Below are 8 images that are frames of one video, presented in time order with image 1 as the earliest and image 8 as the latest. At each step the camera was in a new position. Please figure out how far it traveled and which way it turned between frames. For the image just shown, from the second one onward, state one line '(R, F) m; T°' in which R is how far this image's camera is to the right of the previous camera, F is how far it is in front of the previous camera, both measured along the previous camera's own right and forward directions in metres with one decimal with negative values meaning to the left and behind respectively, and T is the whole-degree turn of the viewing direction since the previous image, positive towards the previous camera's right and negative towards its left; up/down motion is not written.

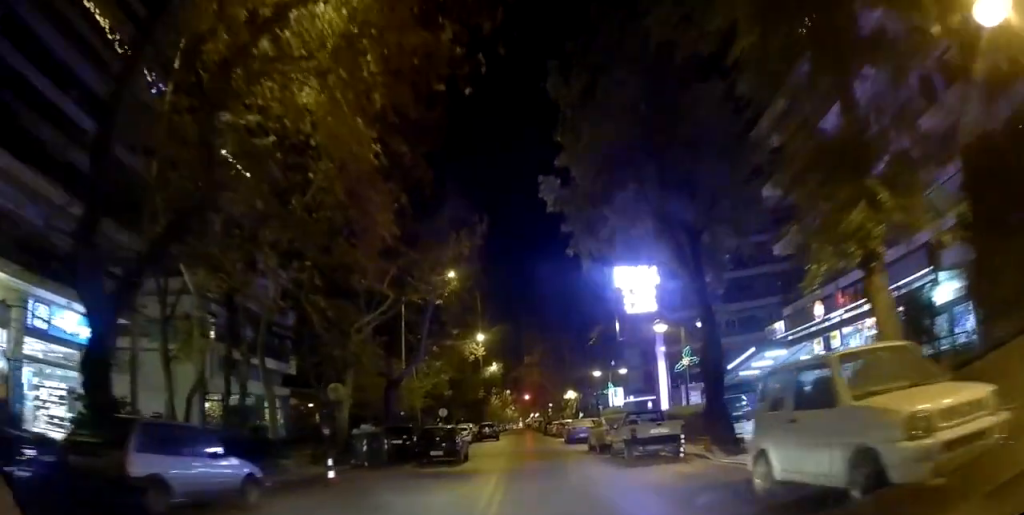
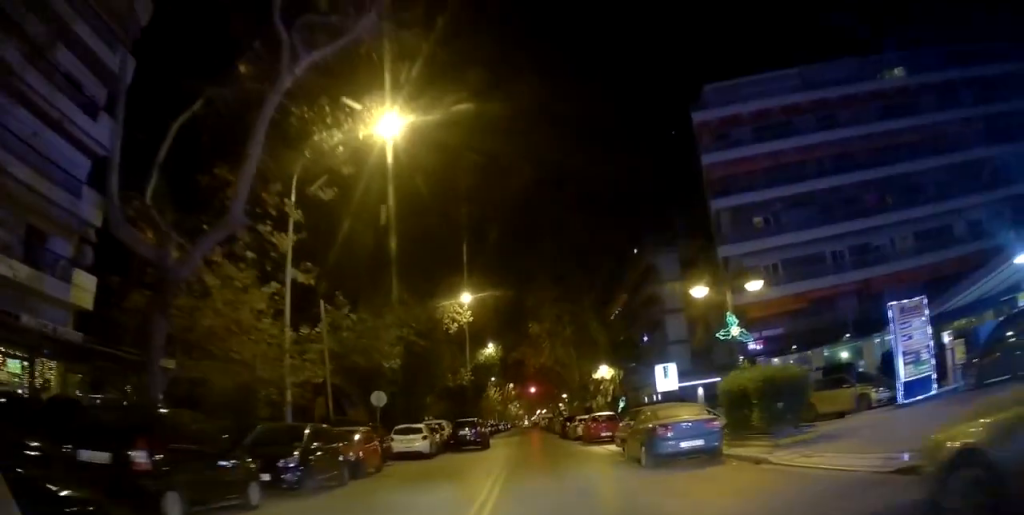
(+0.9, +21.5) m; +5°
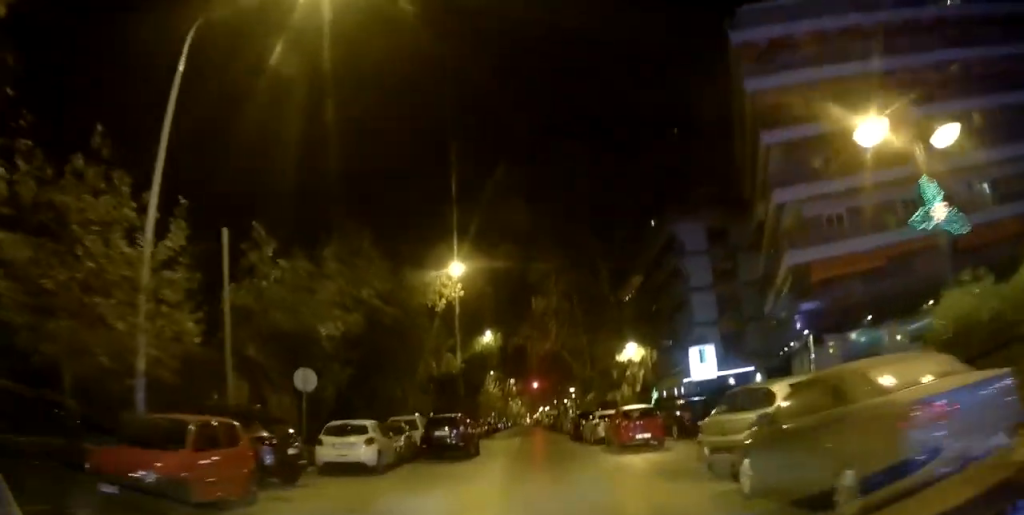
(-0.3, +8.7) m; -2°
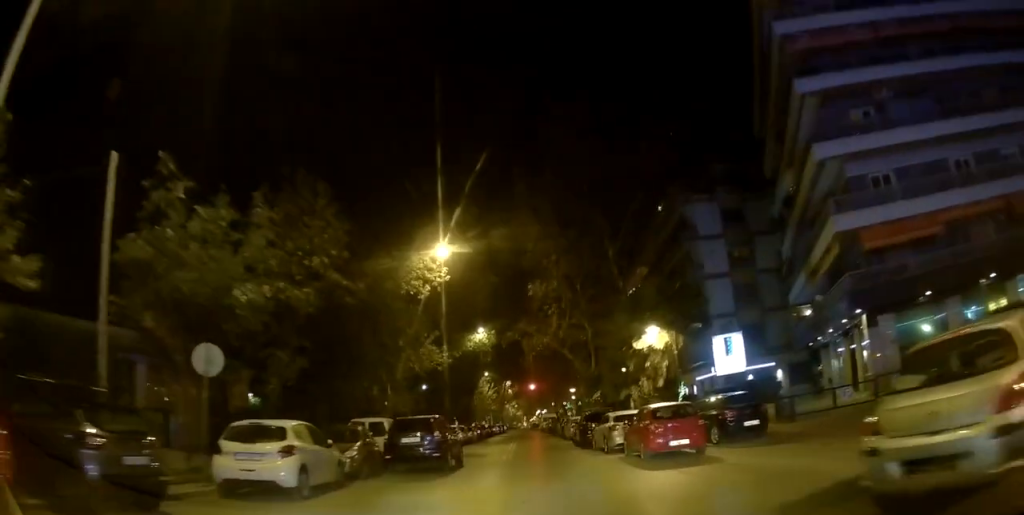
(0.0, +5.3) m; 0°
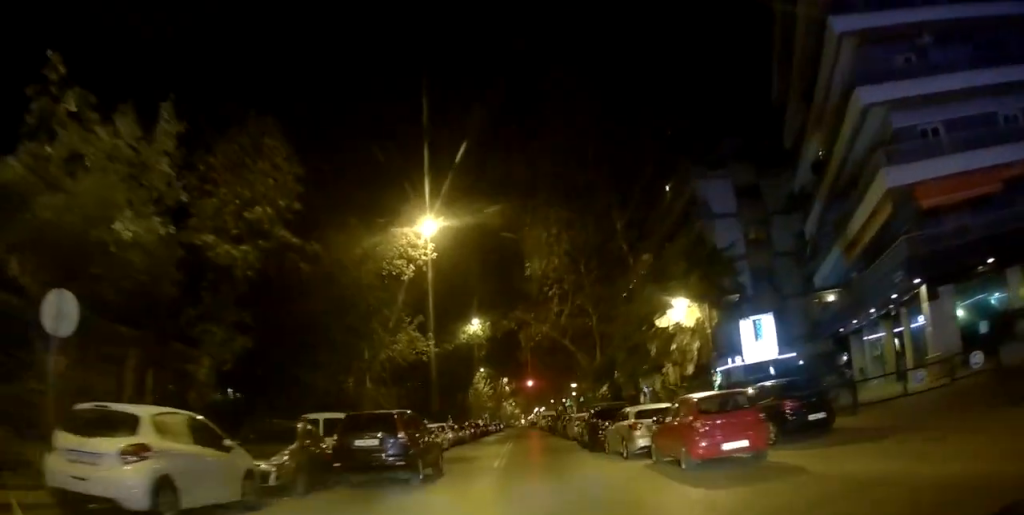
(0.0, +4.4) m; 0°
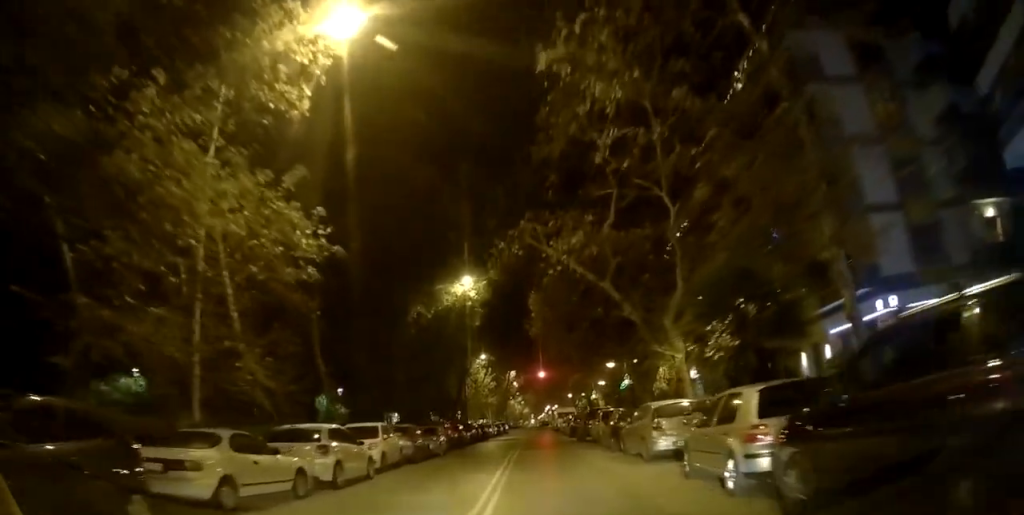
(+0.1, +18.1) m; +1°
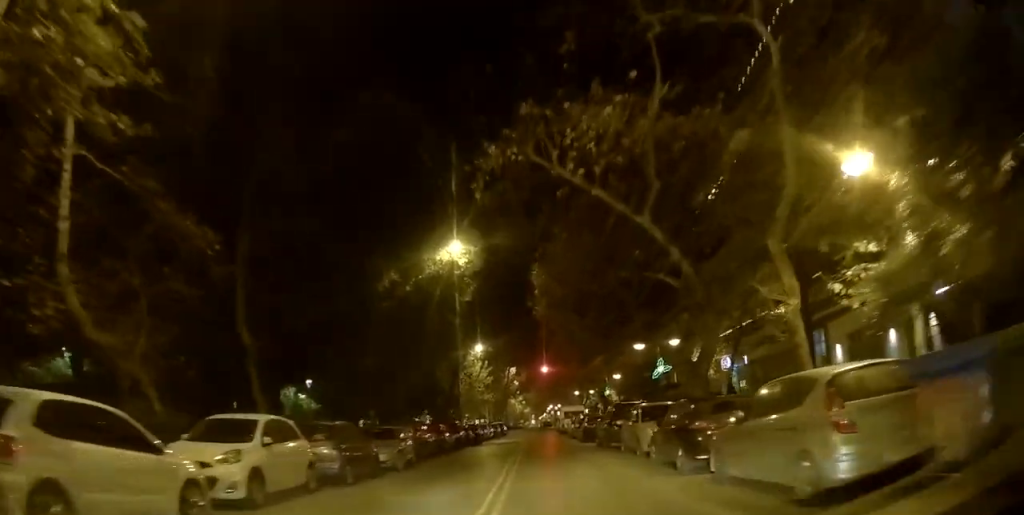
(0.0, +8.4) m; 0°
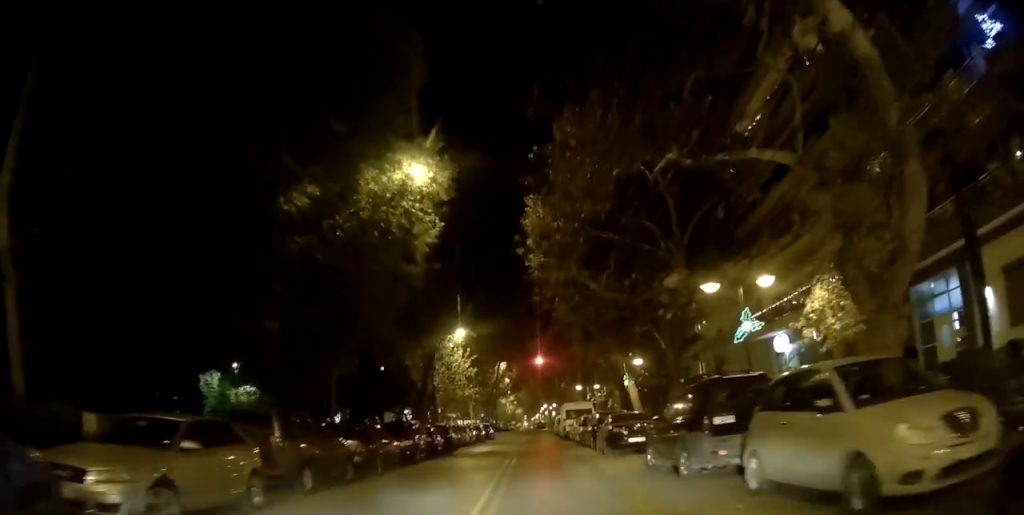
(0.0, +11.3) m; +2°
